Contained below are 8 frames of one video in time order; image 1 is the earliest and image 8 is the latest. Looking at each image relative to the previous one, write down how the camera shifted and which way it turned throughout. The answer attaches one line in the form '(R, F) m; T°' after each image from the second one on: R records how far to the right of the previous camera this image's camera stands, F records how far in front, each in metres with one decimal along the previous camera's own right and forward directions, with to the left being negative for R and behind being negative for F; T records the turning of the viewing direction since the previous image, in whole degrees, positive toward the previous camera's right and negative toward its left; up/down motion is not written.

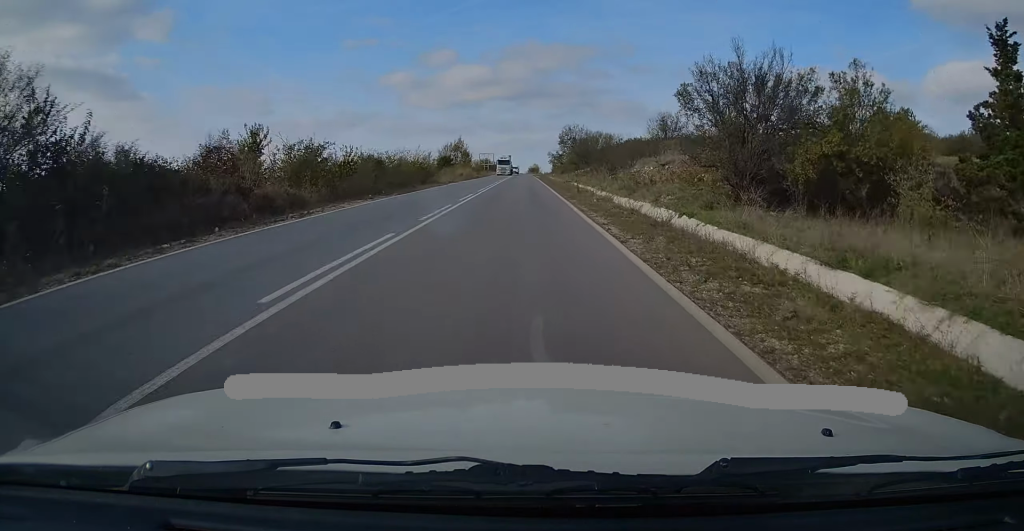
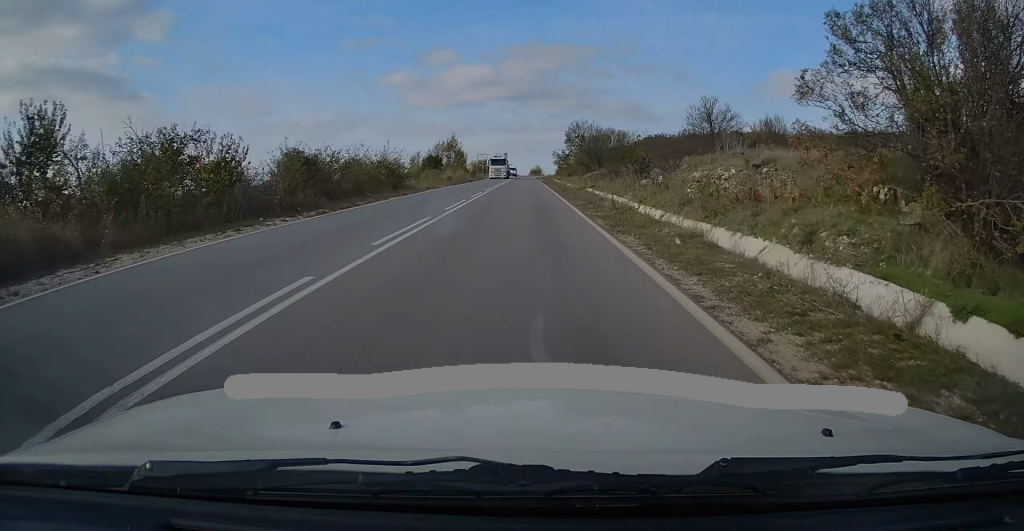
(0.0, +13.5) m; 0°
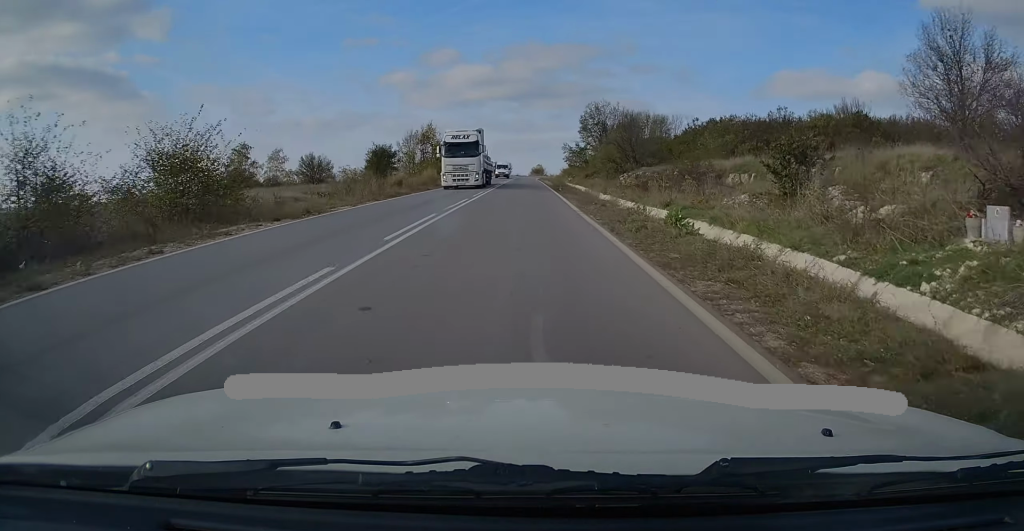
(0.0, +26.3) m; 0°
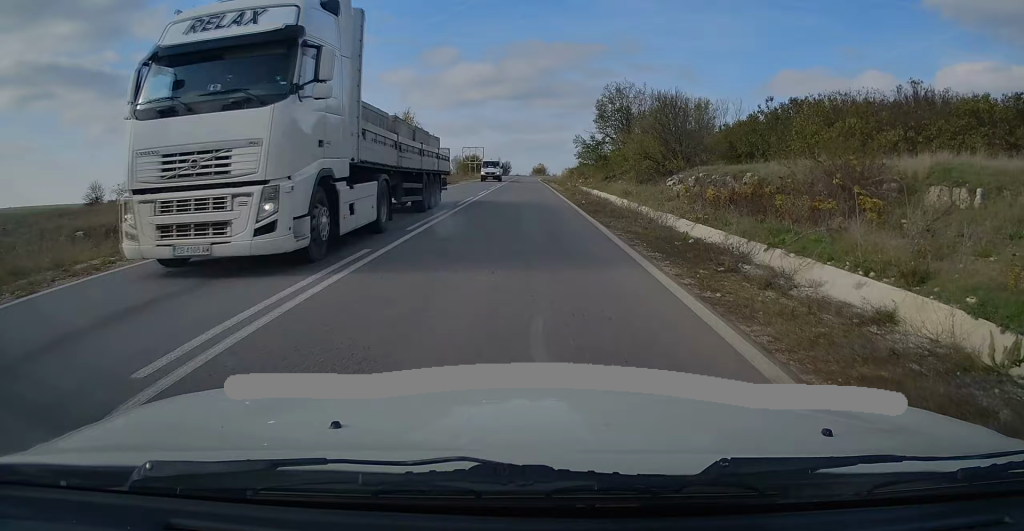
(+0.1, +16.2) m; 0°
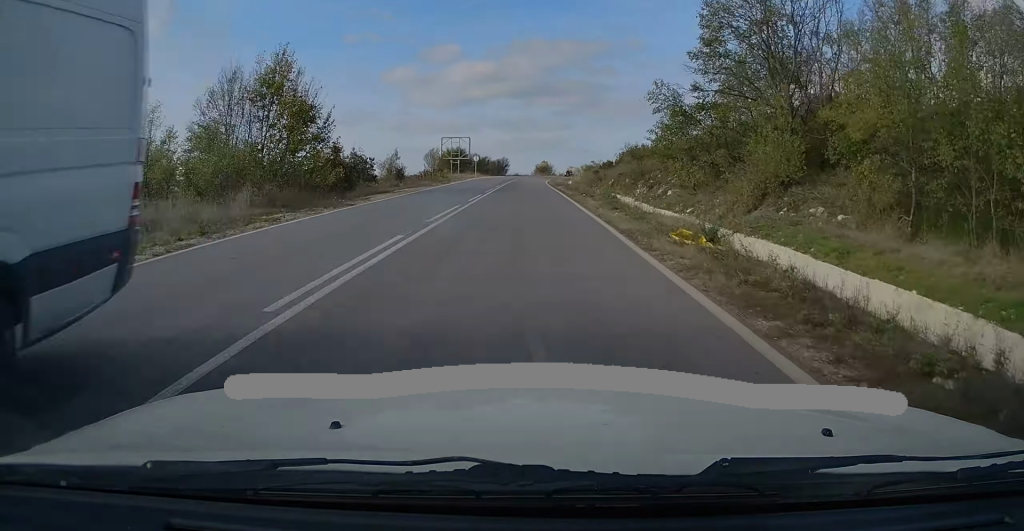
(-0.3, +34.2) m; -1°
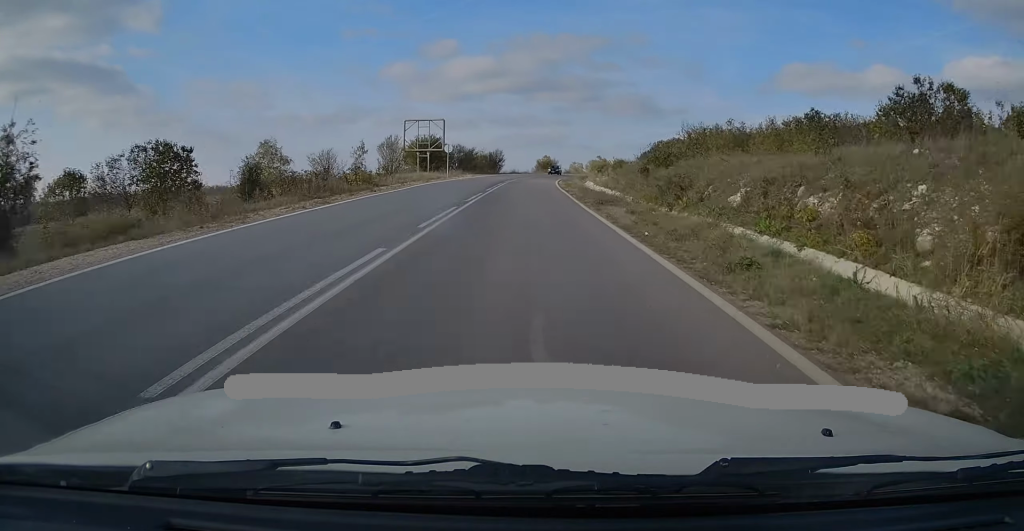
(0.0, +29.0) m; +1°
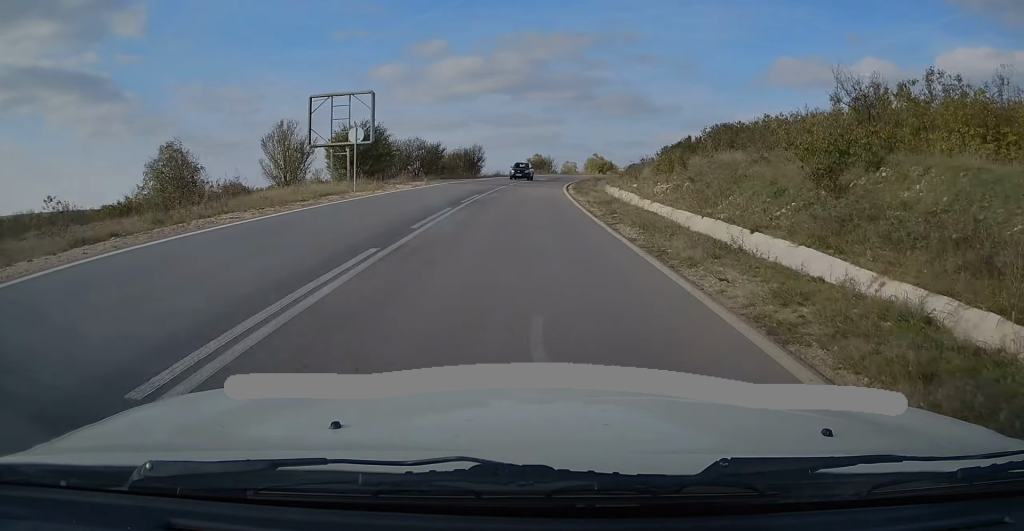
(+0.4, +27.2) m; +1°
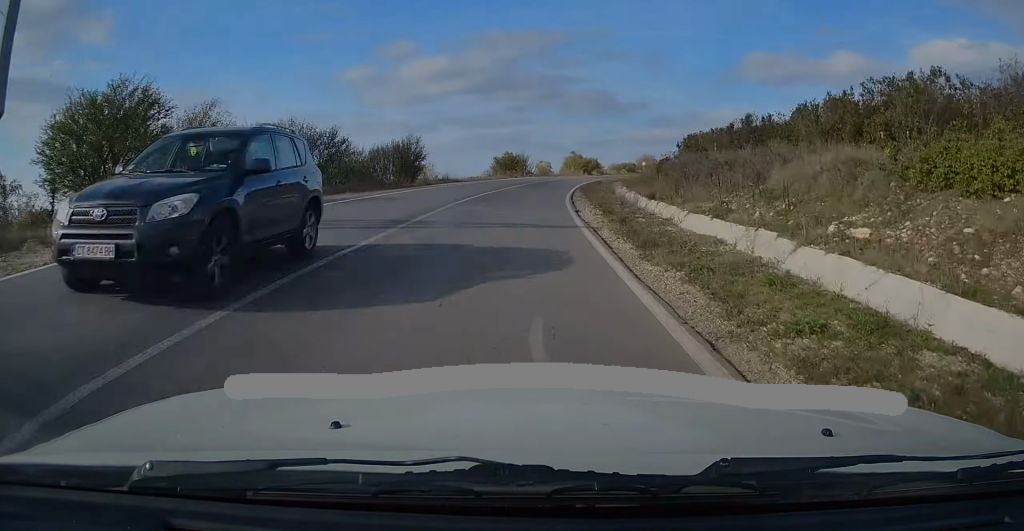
(0.0, +28.8) m; +1°
